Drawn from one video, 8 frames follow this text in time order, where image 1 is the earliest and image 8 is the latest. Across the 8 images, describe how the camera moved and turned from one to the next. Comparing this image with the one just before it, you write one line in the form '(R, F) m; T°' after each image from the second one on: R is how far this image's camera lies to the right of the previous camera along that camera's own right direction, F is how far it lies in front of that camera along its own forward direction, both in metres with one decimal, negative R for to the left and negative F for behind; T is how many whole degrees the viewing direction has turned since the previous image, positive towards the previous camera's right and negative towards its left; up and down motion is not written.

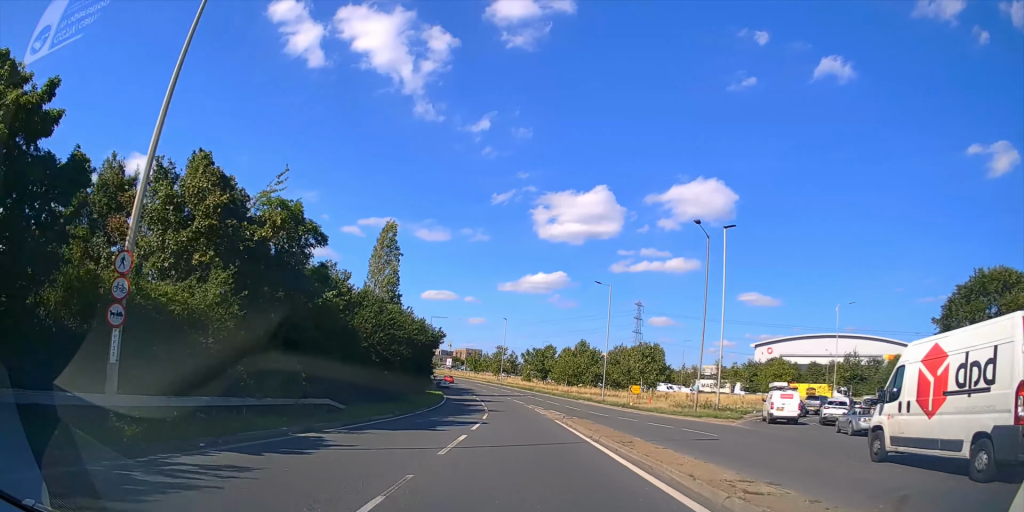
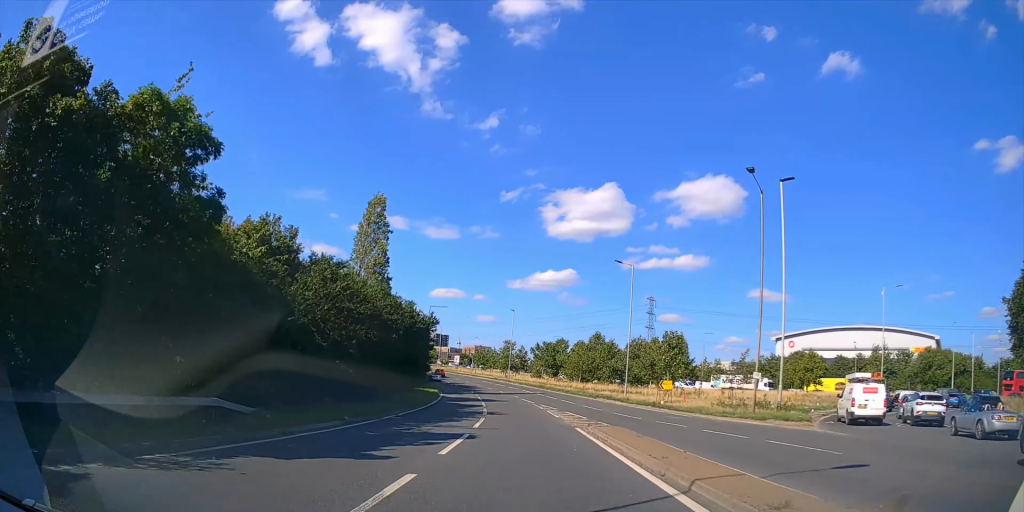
(-0.1, +8.7) m; -2°
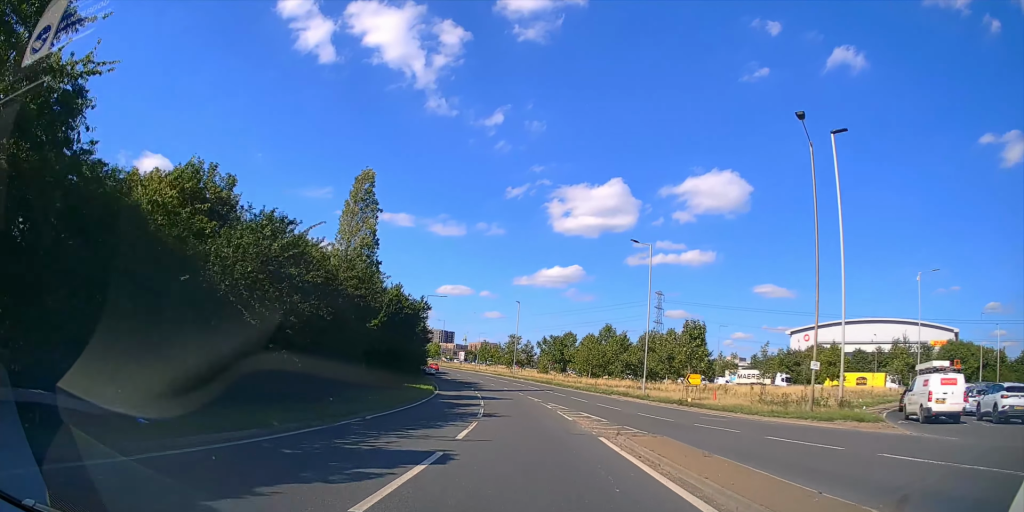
(-0.1, +7.0) m; -1°
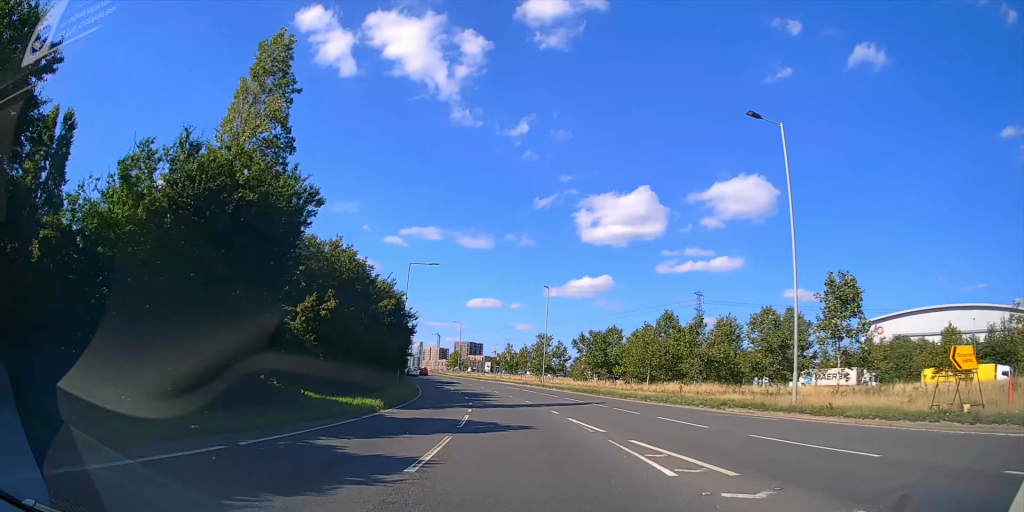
(-0.6, +22.7) m; -4°
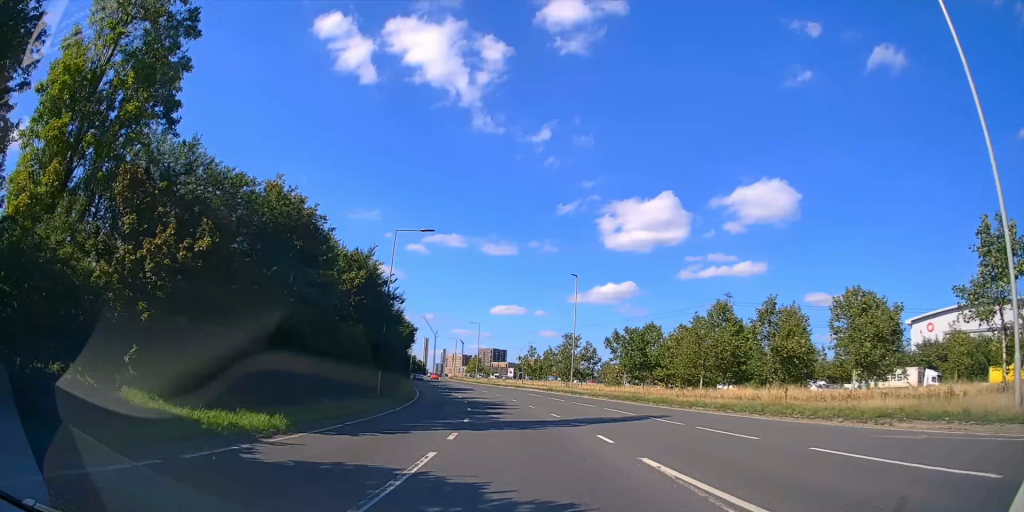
(-0.3, +12.4) m; -2°
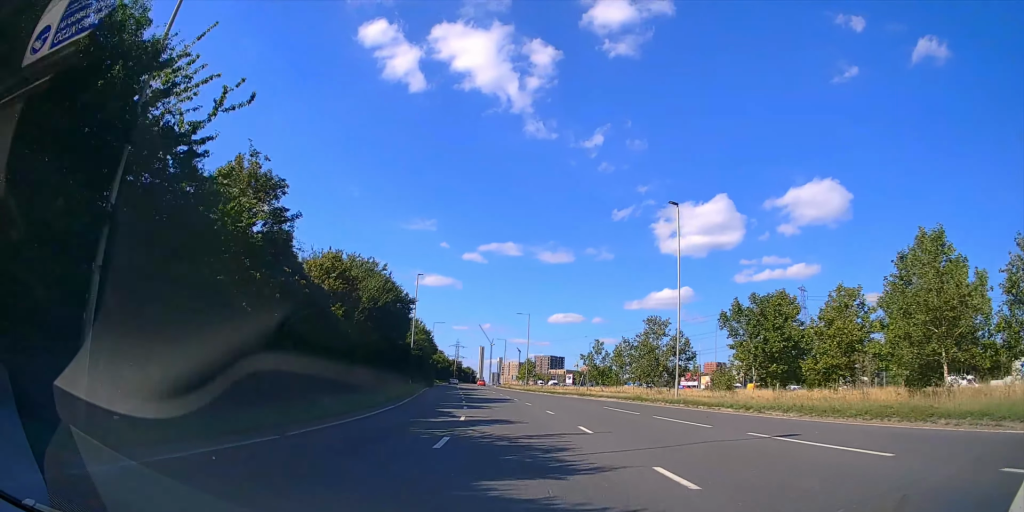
(-1.0, +25.7) m; -5°
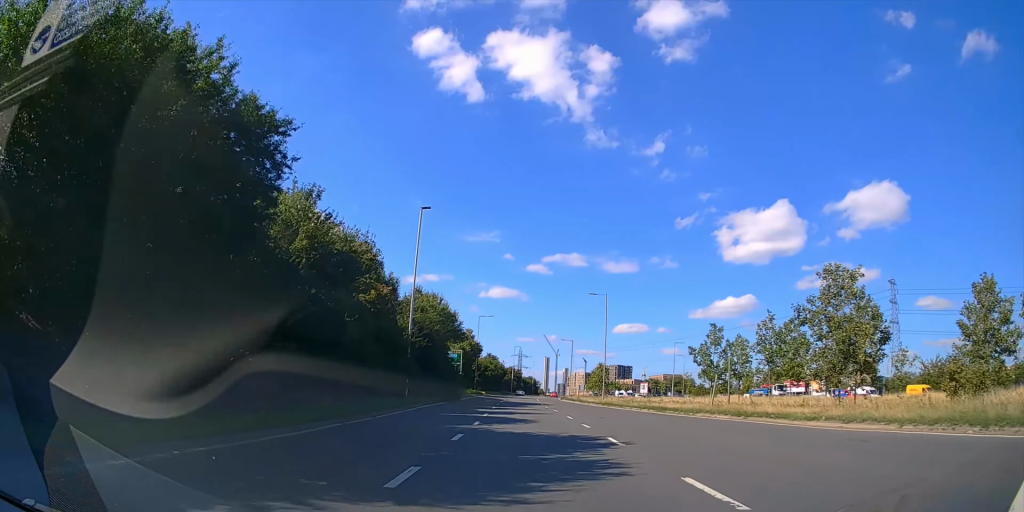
(-1.7, +29.3) m; -6°
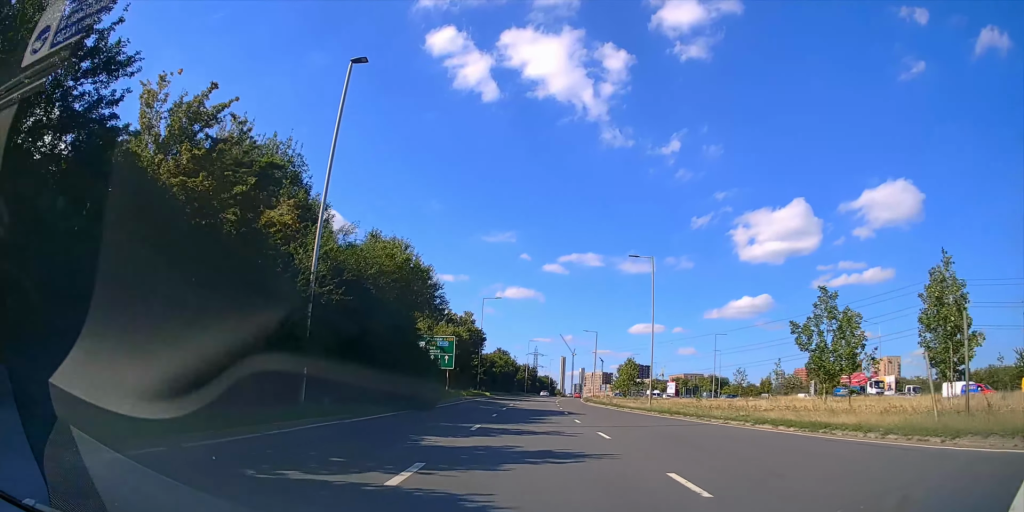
(-0.5, +20.6) m; -2°
